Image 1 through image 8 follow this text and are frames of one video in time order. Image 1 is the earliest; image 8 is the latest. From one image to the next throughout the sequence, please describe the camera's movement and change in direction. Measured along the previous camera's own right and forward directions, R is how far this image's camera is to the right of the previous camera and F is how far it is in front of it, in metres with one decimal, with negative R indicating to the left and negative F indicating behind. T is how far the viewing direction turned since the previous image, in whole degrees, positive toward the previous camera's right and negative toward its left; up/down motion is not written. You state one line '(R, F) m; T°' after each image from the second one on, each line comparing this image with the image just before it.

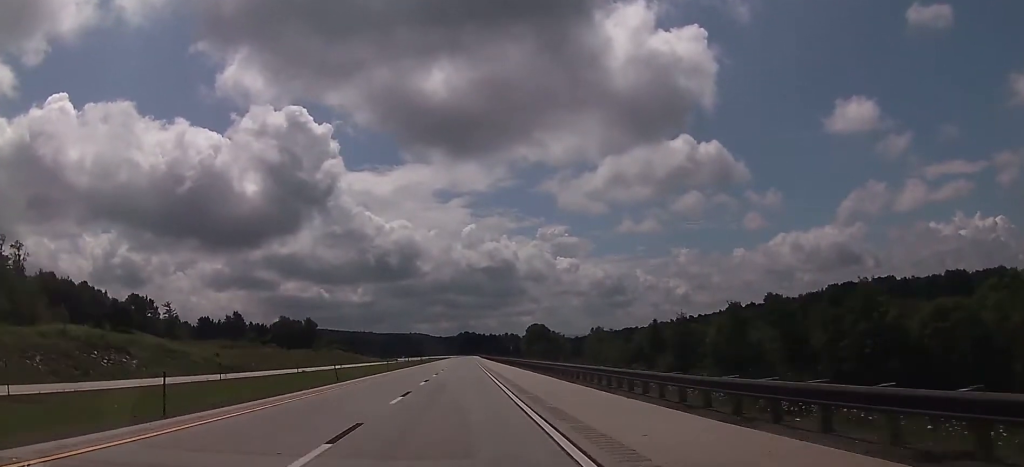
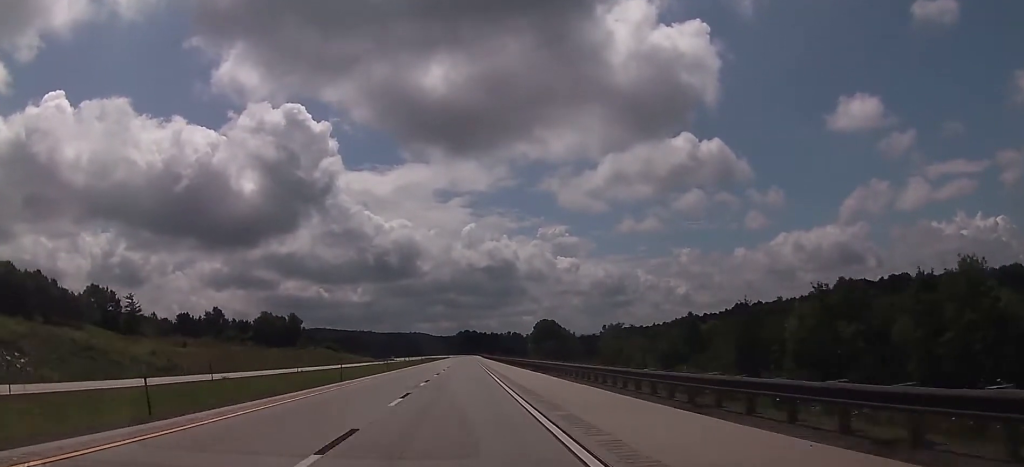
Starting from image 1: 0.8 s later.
(0.0, +25.3) m; 0°
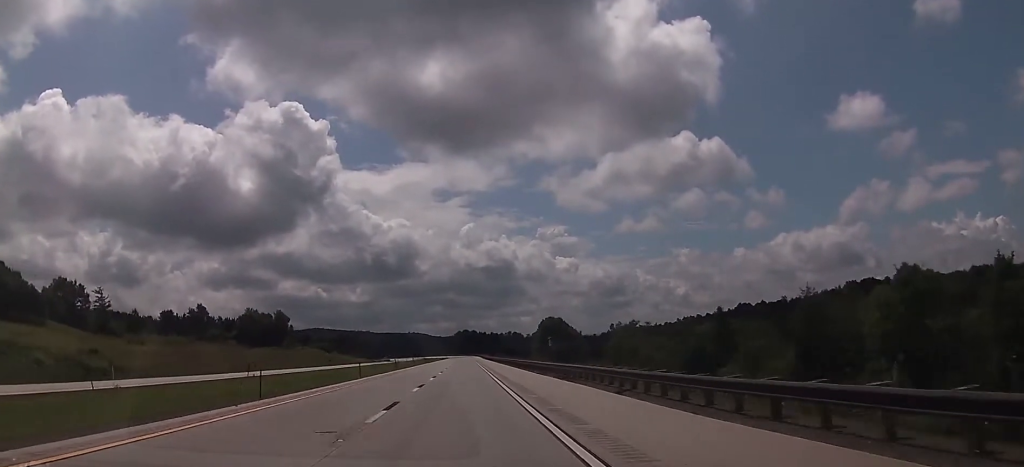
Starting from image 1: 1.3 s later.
(0.0, +16.5) m; 0°
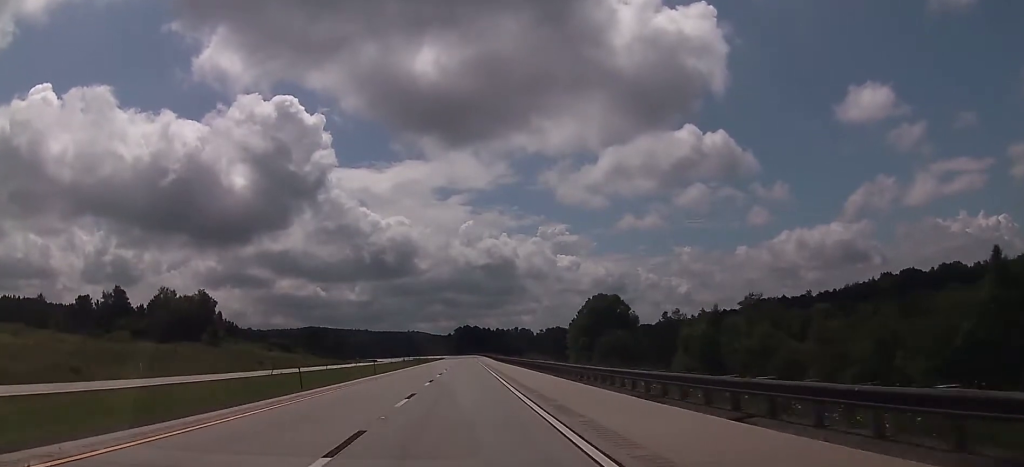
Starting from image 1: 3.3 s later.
(-0.4, +68.3) m; 0°
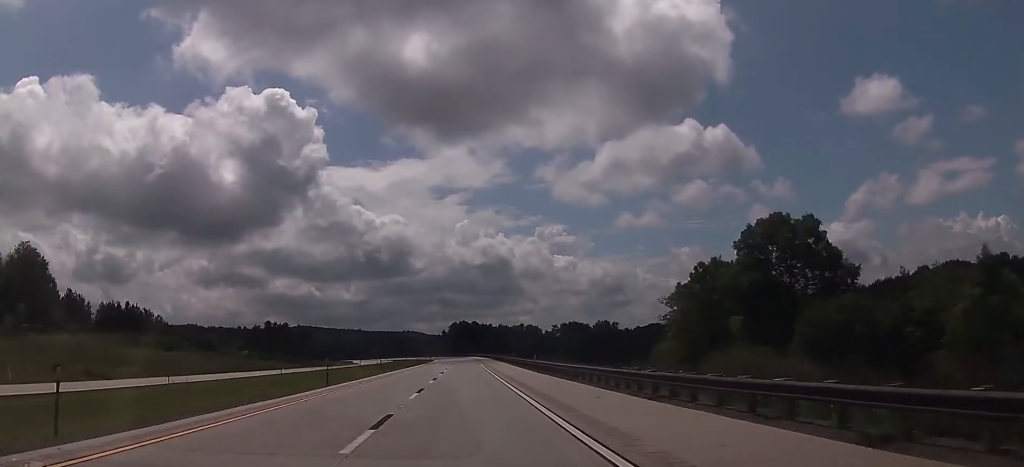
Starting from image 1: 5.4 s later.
(0.0, +69.4) m; 0°
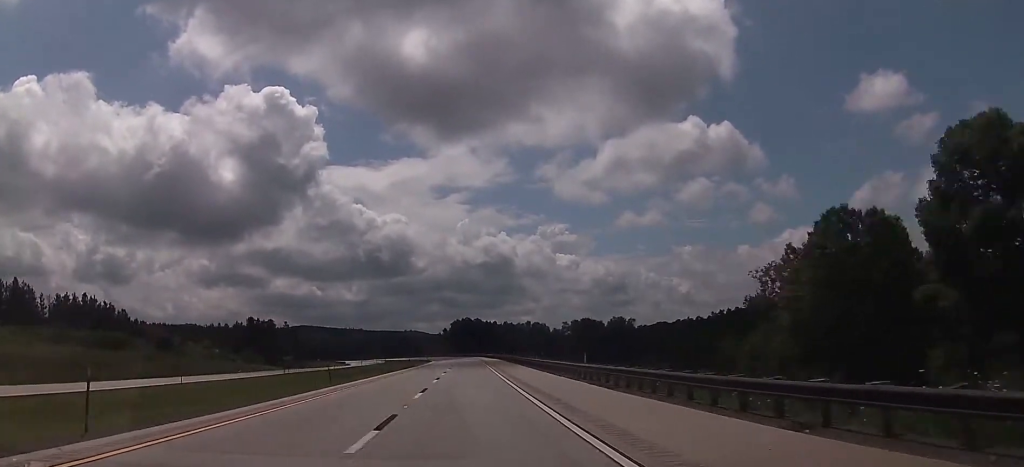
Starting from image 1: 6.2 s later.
(0.0, +24.2) m; 0°
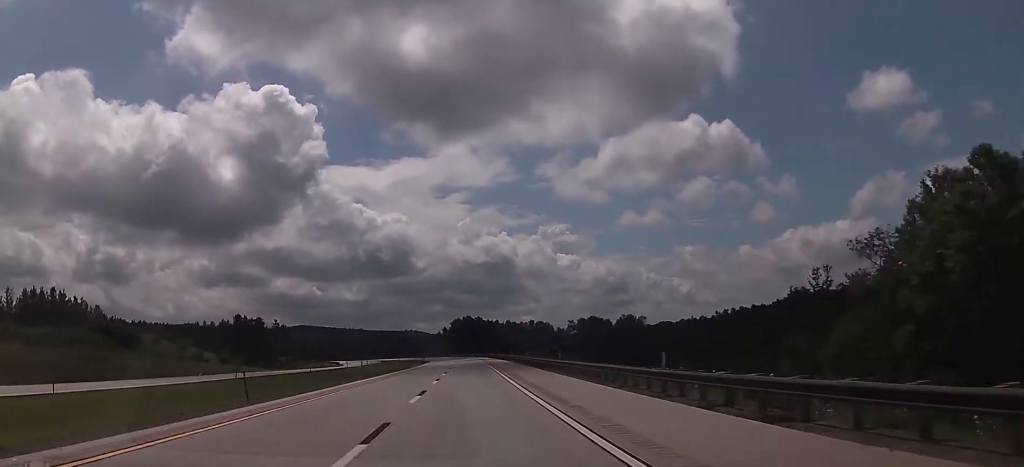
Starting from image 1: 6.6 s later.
(+0.1, +14.3) m; 0°
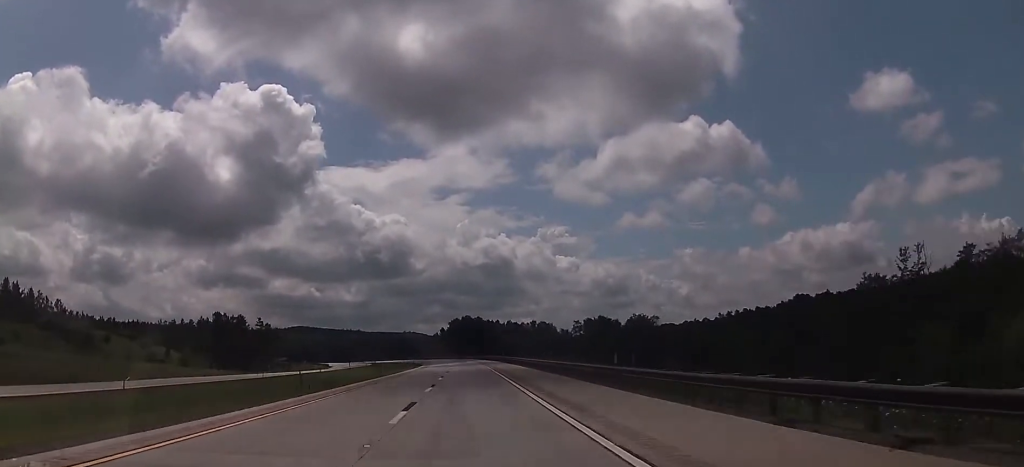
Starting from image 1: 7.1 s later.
(0.0, +17.6) m; 0°
